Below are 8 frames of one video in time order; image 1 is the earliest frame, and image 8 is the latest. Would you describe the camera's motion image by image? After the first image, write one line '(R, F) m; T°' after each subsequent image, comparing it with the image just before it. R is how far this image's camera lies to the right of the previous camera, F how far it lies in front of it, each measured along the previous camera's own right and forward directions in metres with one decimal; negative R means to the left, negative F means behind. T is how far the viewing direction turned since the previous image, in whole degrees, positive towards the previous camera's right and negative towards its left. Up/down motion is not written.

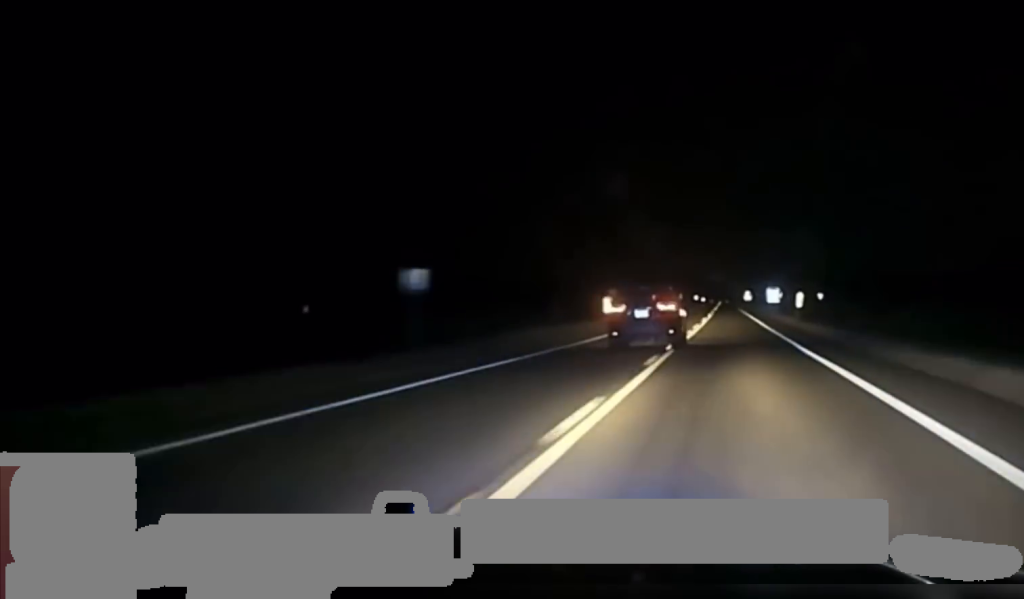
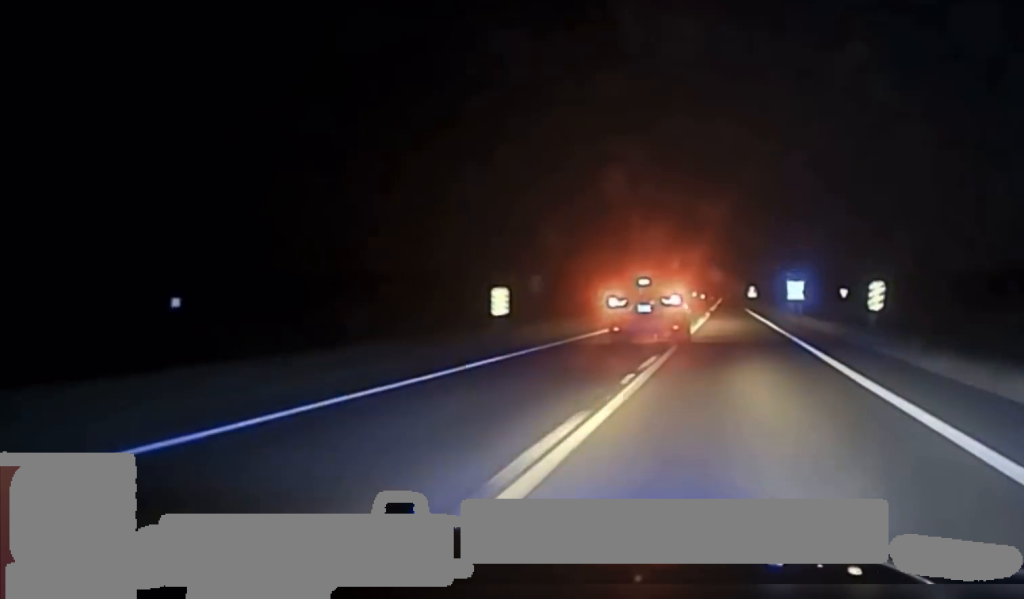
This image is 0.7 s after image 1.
(0.0, +37.2) m; 0°
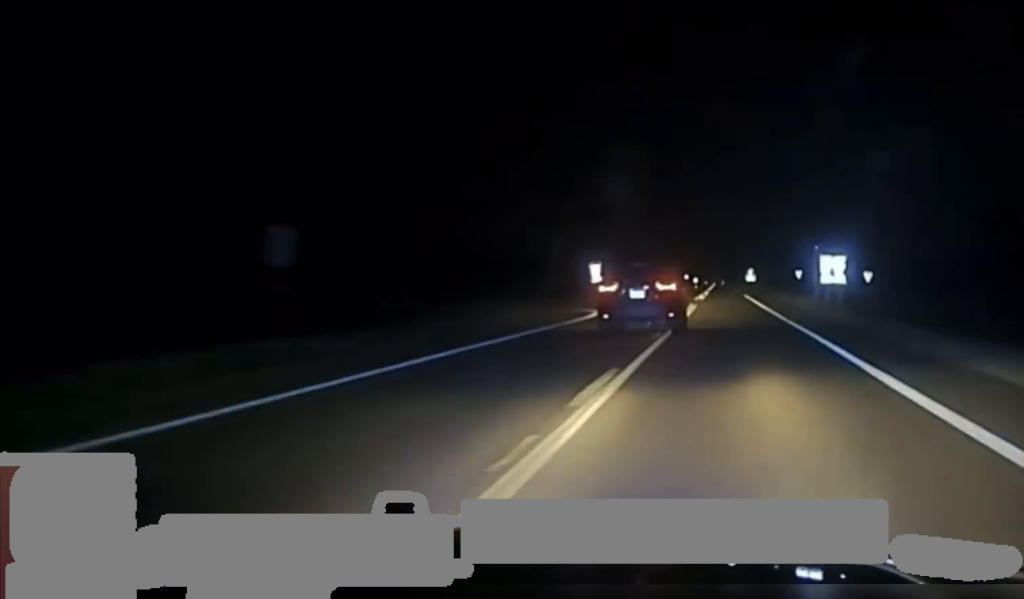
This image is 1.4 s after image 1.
(0.0, +32.2) m; 0°
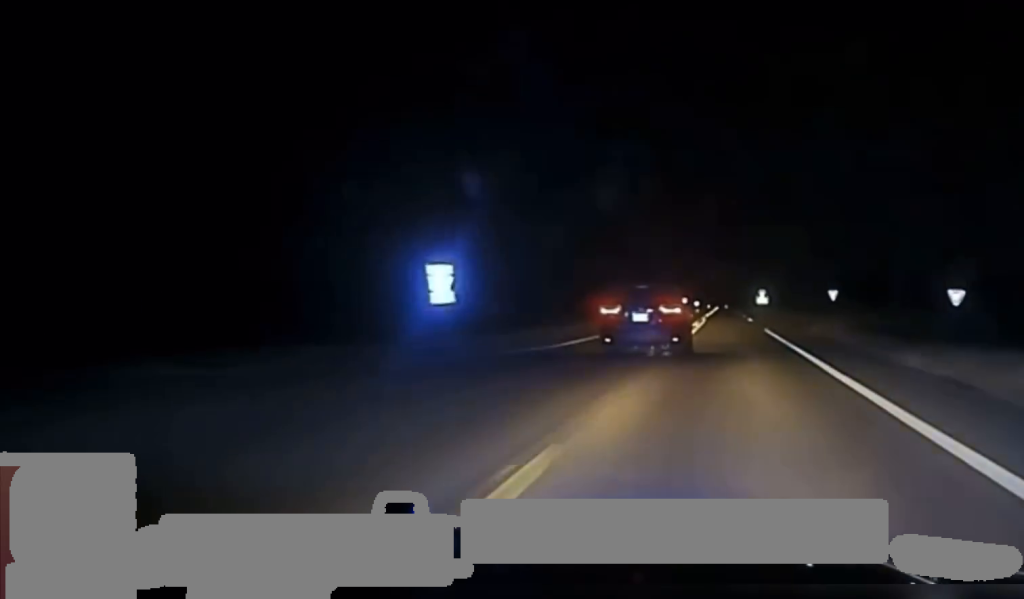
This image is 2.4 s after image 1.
(-0.1, +56.4) m; 0°
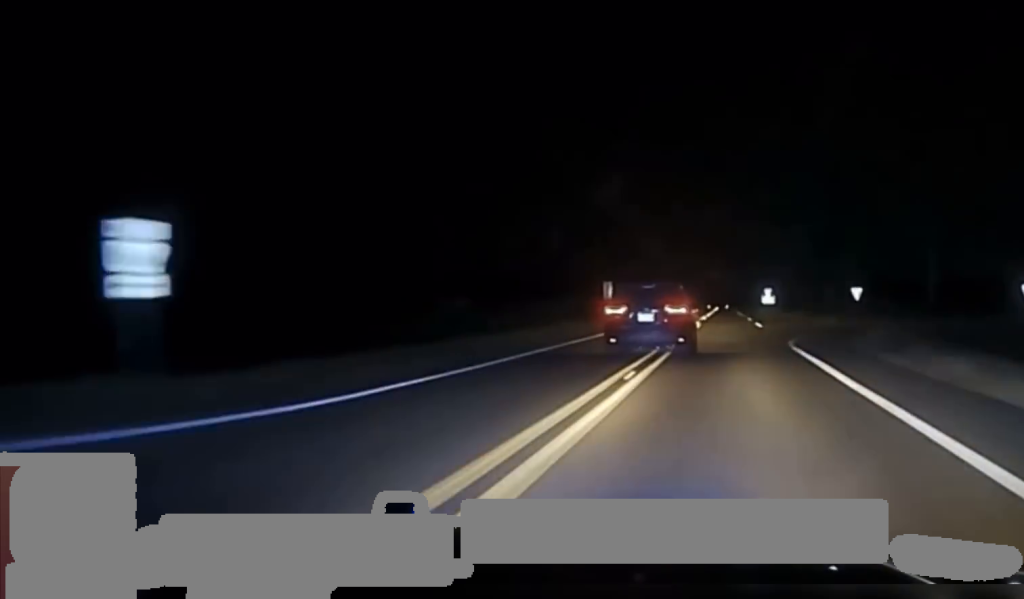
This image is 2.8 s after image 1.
(+0.1, +22.8) m; 0°
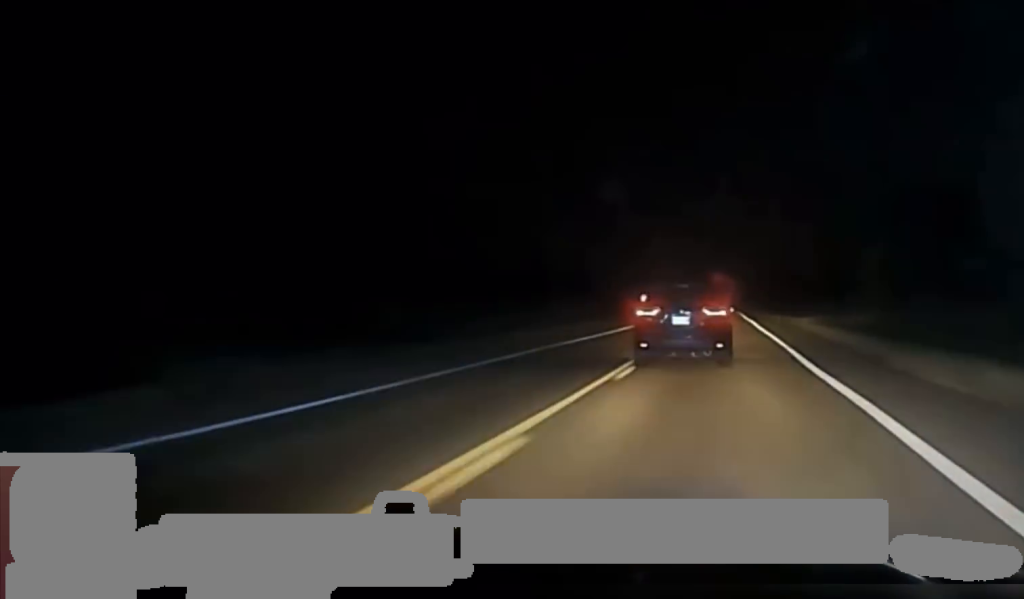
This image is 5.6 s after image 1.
(-0.7, +145.0) m; 0°
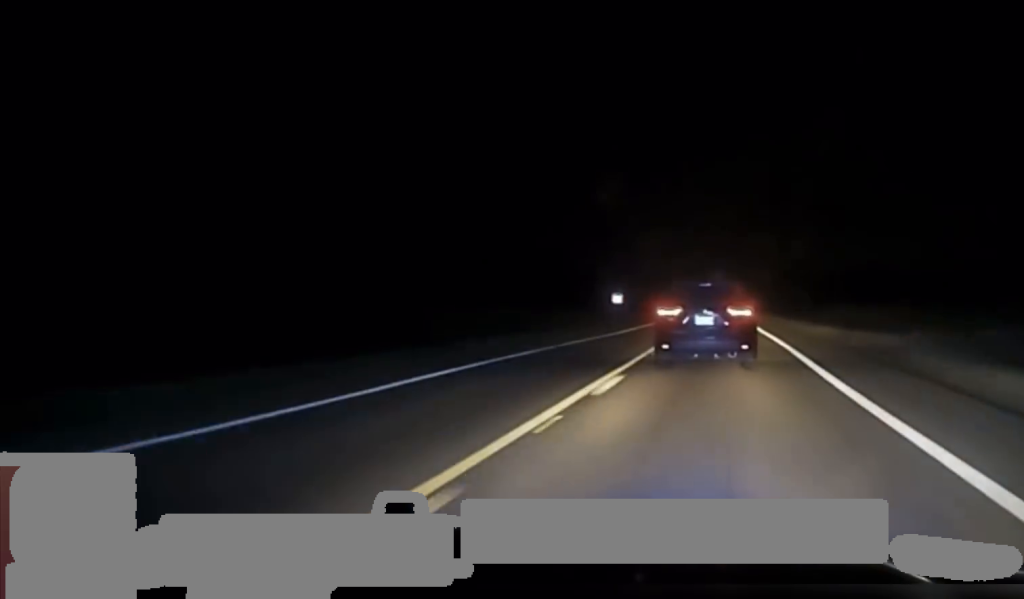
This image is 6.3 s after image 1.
(0.0, +40.5) m; 0°
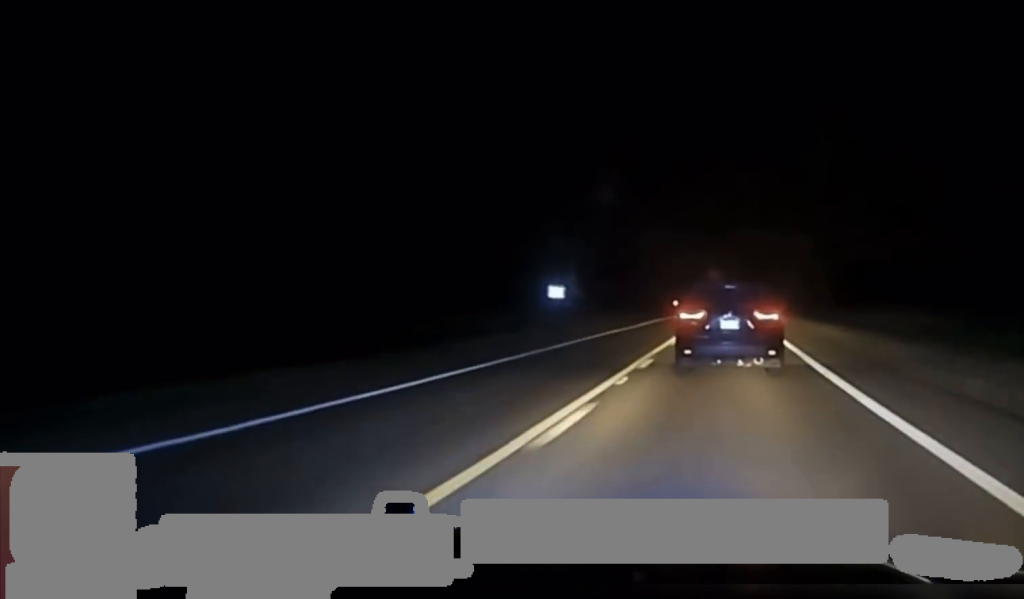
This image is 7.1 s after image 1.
(+0.2, +42.6) m; 0°
